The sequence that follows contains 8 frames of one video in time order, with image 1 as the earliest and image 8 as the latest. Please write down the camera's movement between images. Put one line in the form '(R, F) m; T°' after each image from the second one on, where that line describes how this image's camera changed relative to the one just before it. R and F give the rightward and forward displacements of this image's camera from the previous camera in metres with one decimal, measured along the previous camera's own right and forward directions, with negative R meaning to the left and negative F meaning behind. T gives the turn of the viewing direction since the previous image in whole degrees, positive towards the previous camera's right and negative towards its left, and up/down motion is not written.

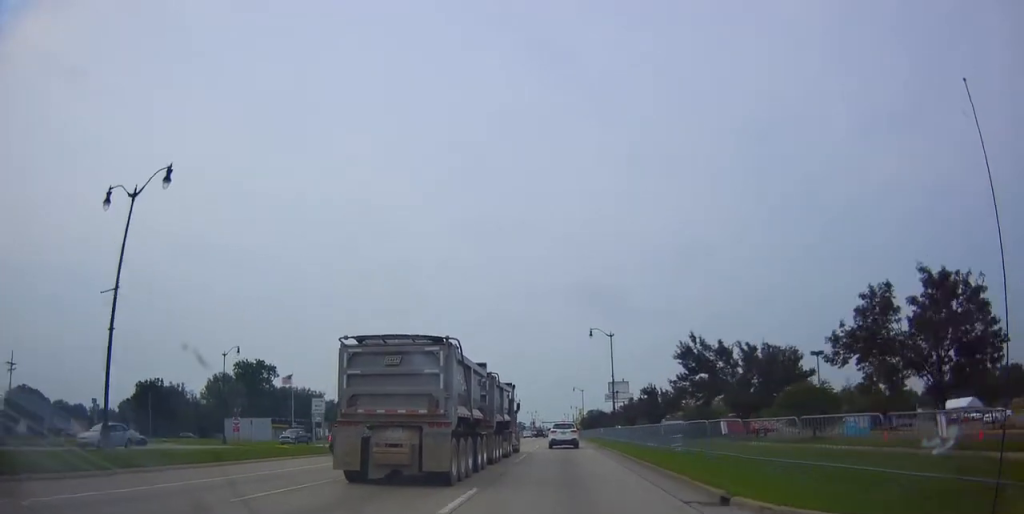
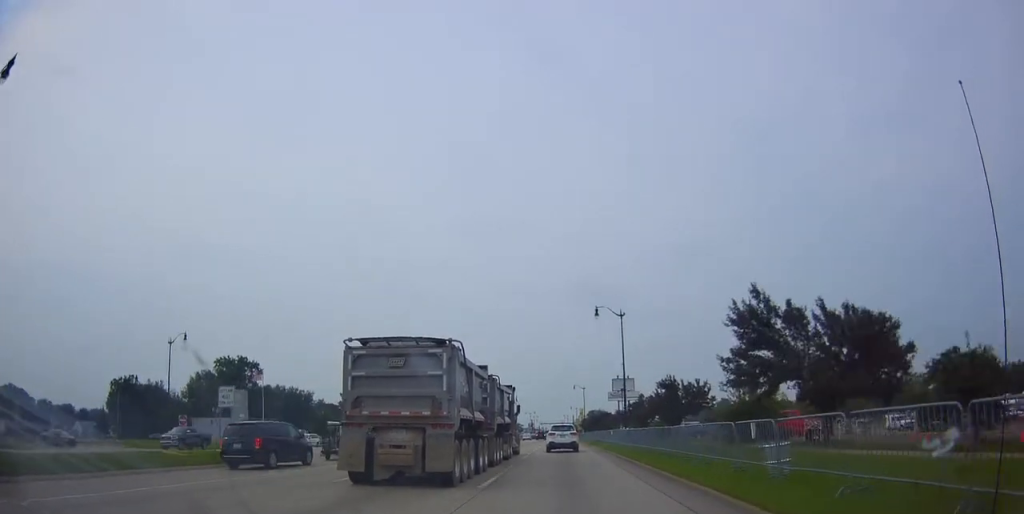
(0.0, +10.4) m; 0°
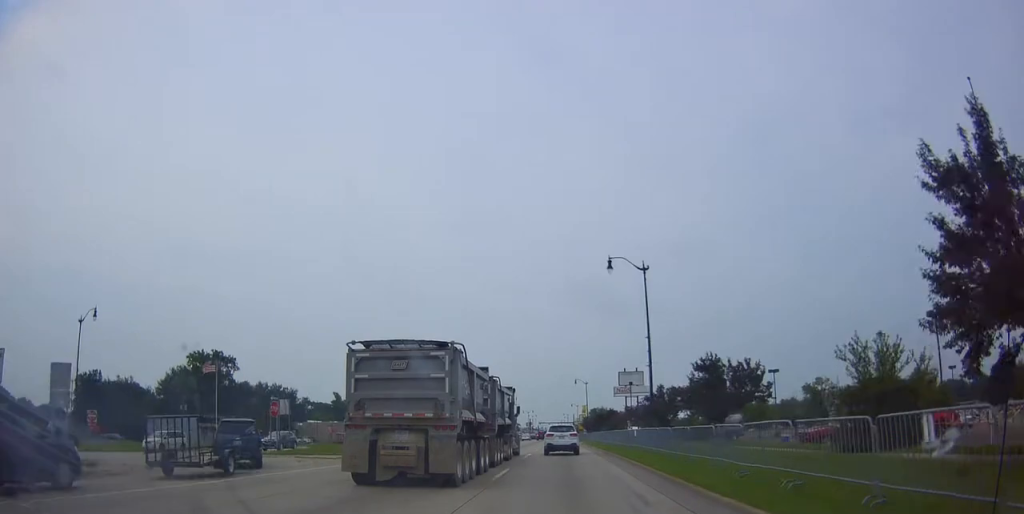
(0.0, +13.6) m; -3°
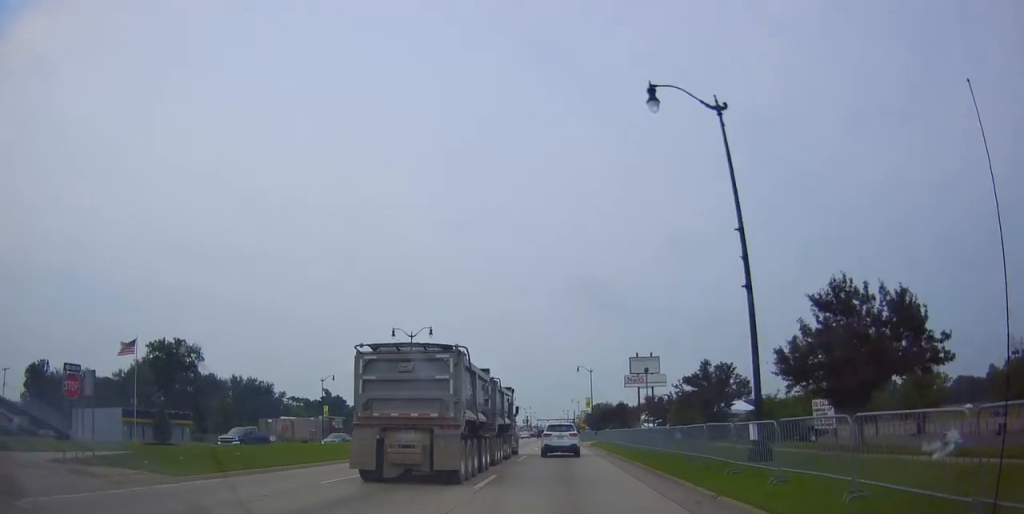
(-0.7, +18.1) m; 0°
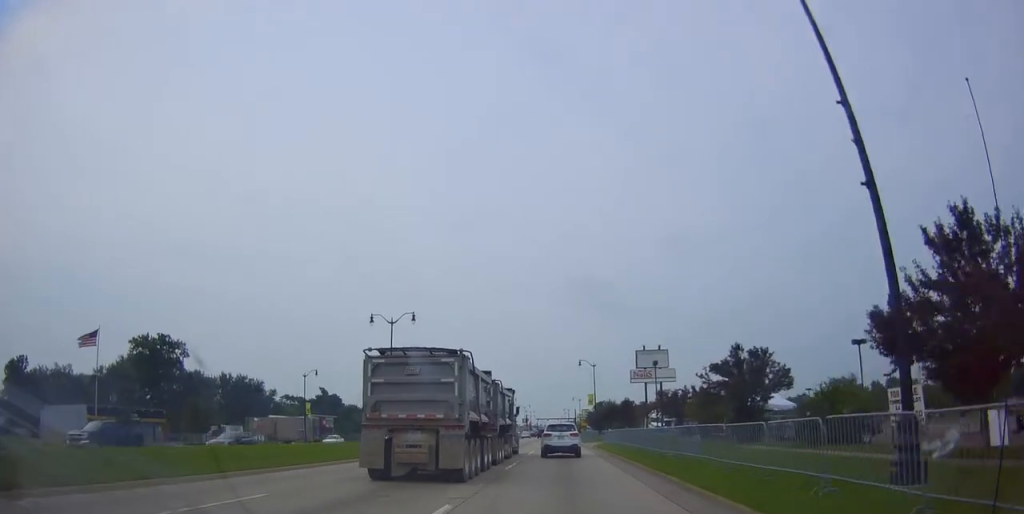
(+0.3, +7.5) m; +2°
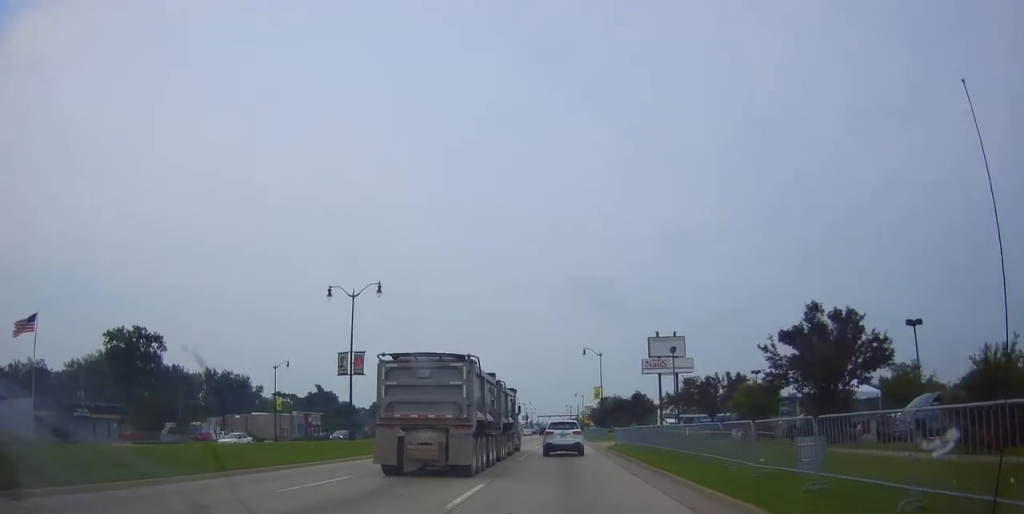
(+0.2, +10.8) m; 0°
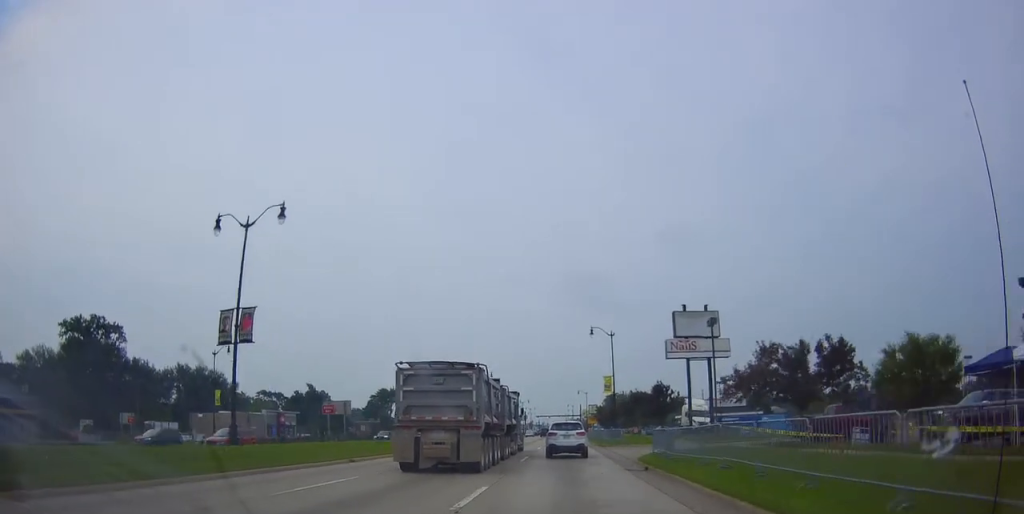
(-0.4, +16.3) m; -2°
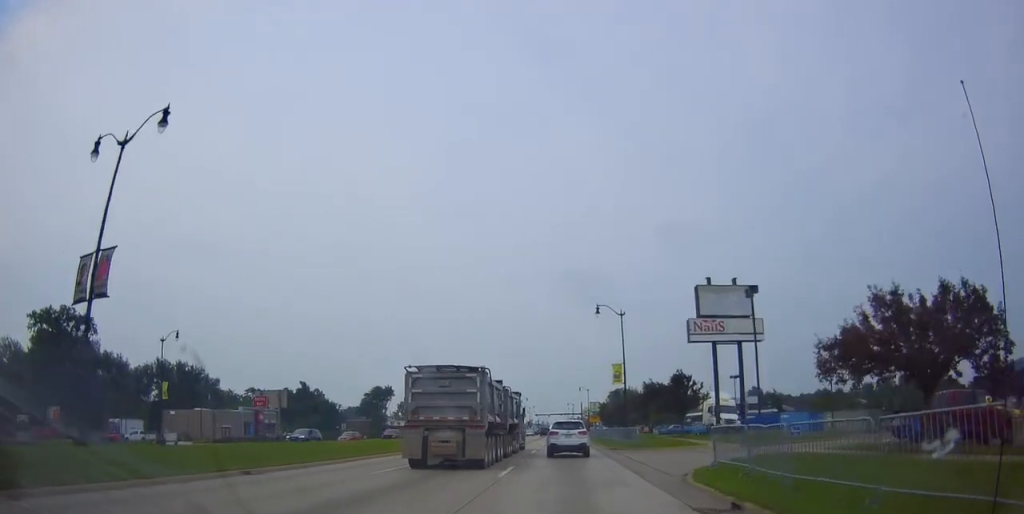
(-0.2, +10.3) m; +1°
